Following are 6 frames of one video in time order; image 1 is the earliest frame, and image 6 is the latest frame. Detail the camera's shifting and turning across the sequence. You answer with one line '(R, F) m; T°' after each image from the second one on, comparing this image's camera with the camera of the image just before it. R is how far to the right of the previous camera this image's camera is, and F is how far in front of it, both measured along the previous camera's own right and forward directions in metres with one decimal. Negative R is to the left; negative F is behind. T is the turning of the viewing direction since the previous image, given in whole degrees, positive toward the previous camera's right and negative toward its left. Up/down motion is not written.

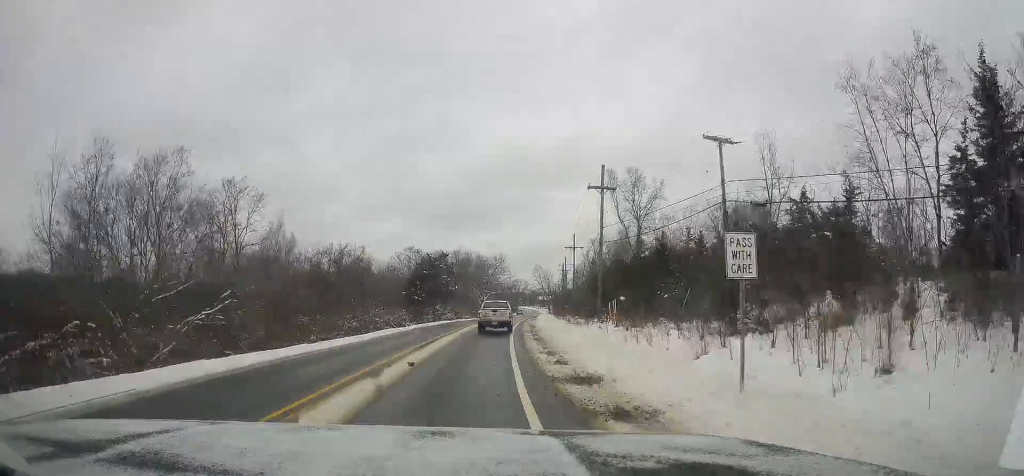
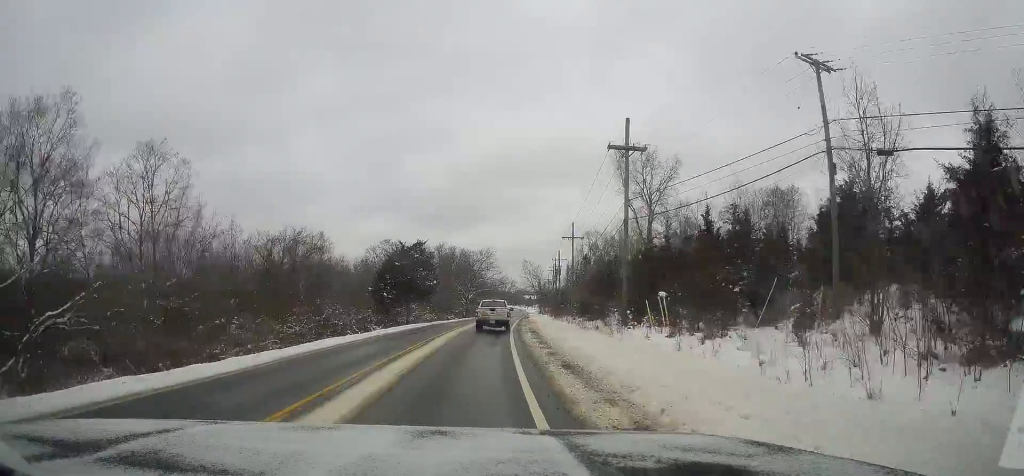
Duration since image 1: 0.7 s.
(+0.6, +12.5) m; +2°
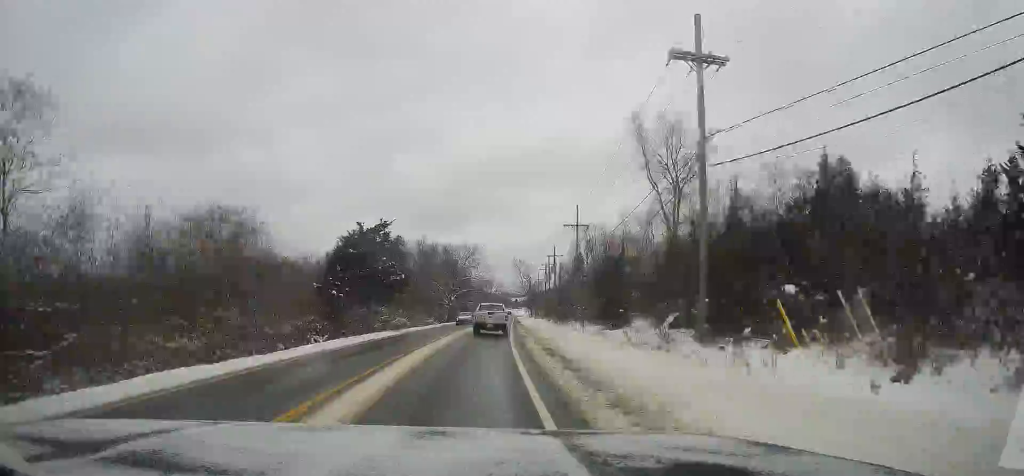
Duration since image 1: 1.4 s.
(+0.3, +14.5) m; +1°
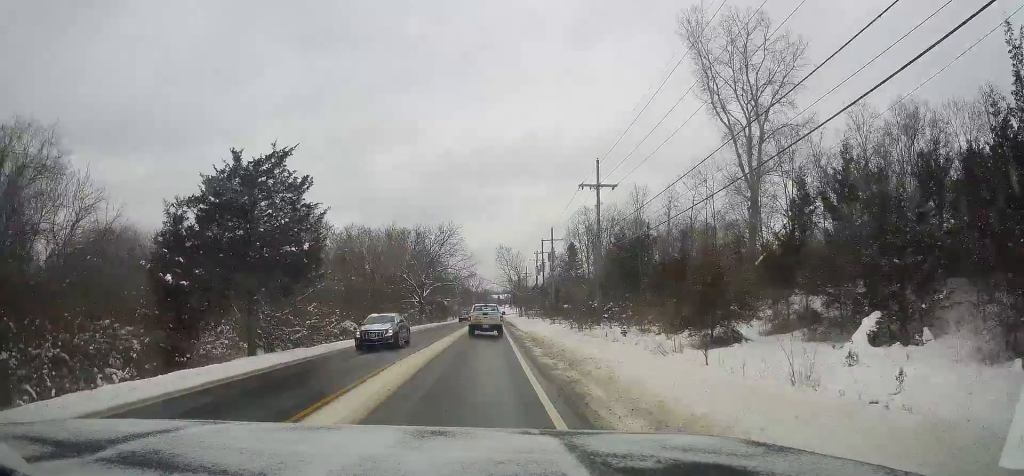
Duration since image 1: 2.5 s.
(-0.1, +20.5) m; +2°
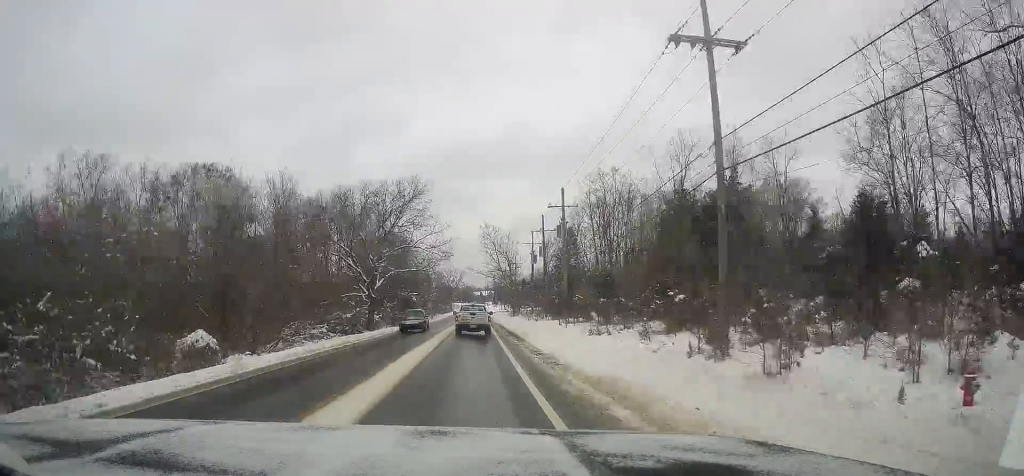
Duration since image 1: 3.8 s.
(+1.6, +25.6) m; +4°
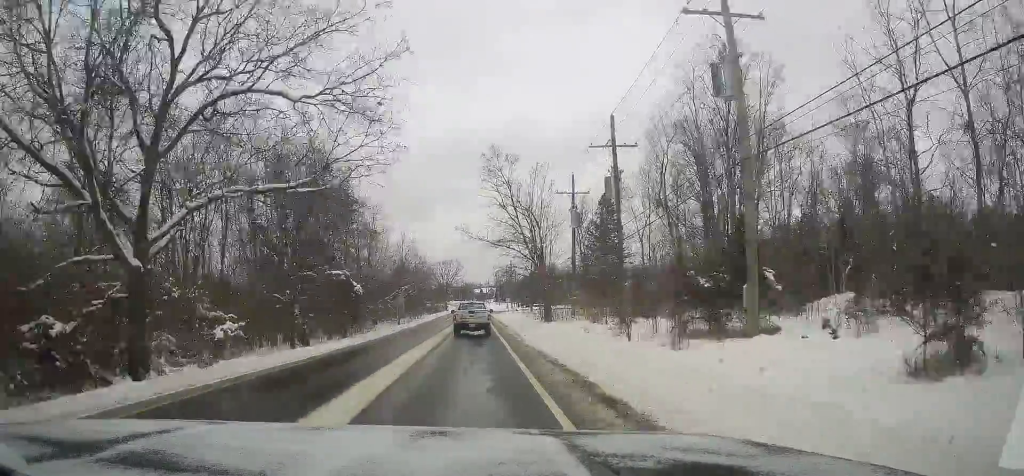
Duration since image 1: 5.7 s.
(-0.6, +39.1) m; +1°
